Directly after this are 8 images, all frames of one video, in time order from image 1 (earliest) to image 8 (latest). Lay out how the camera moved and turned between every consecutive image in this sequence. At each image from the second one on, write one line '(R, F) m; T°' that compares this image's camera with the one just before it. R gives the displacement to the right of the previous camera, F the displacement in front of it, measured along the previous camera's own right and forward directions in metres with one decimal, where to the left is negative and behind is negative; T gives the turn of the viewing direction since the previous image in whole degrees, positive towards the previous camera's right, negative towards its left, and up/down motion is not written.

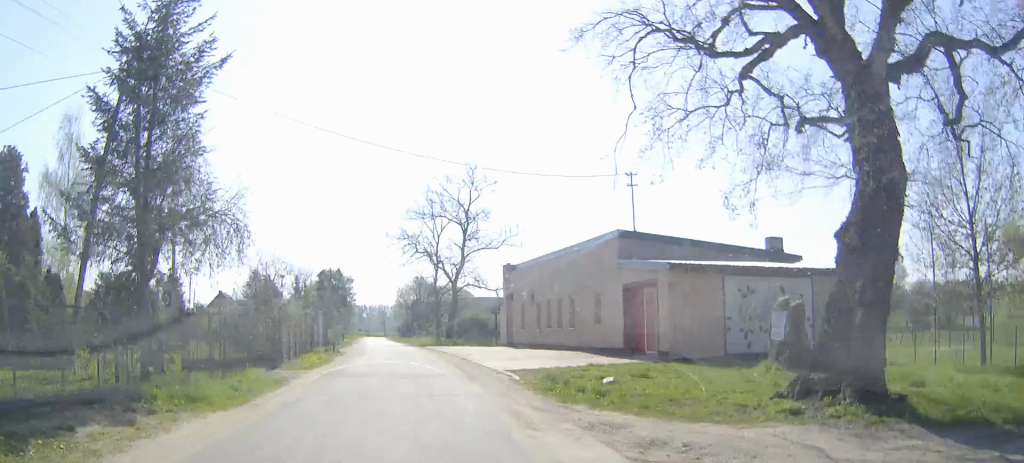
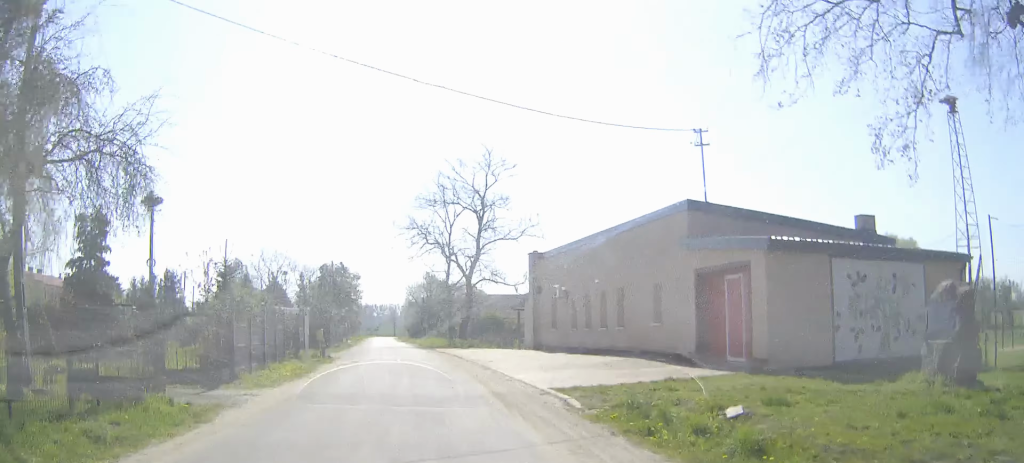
(0.0, +6.8) m; 0°
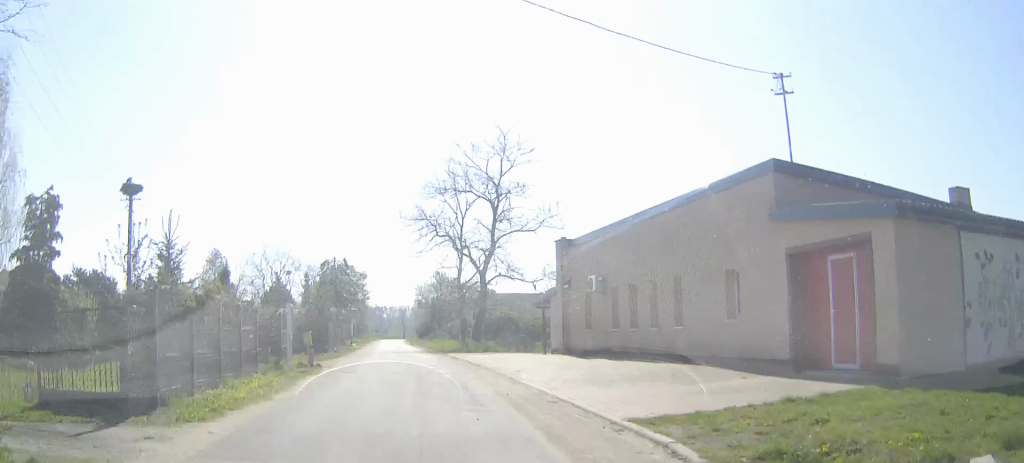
(0.0, +5.3) m; 0°
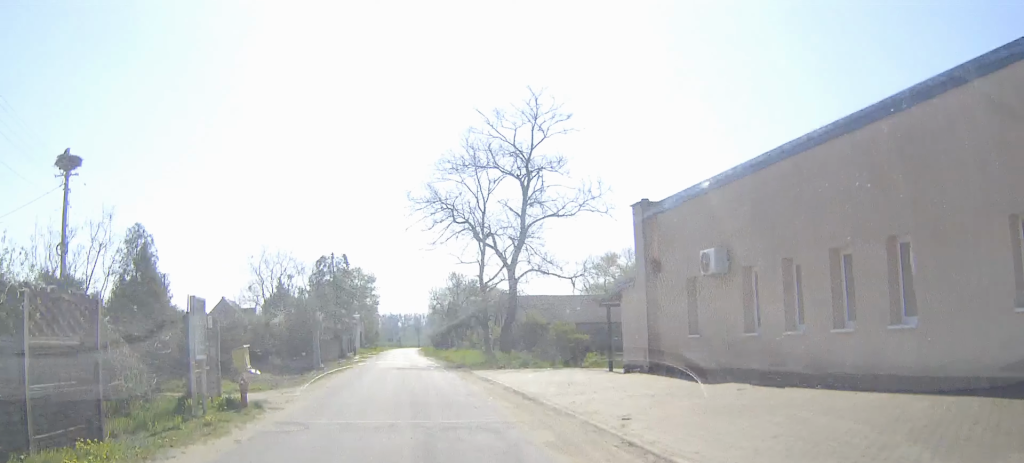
(0.0, +10.5) m; +1°
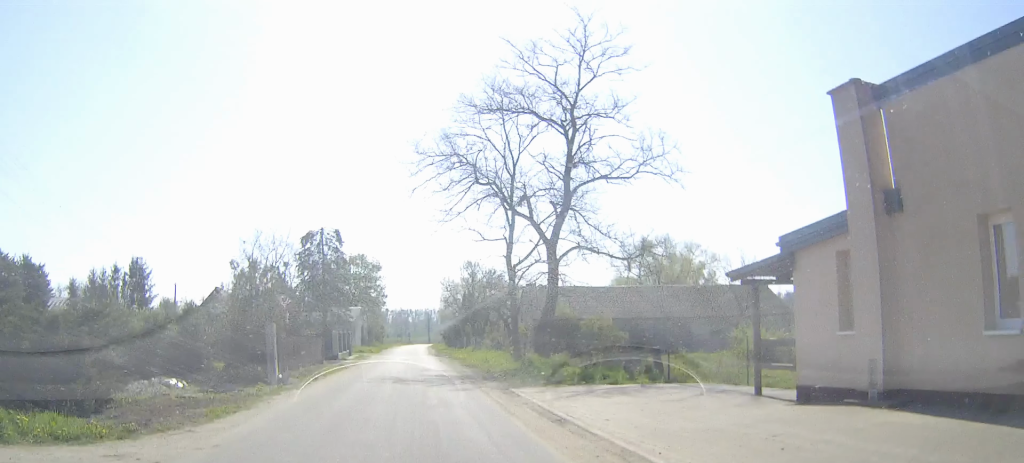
(+0.4, +10.9) m; -2°
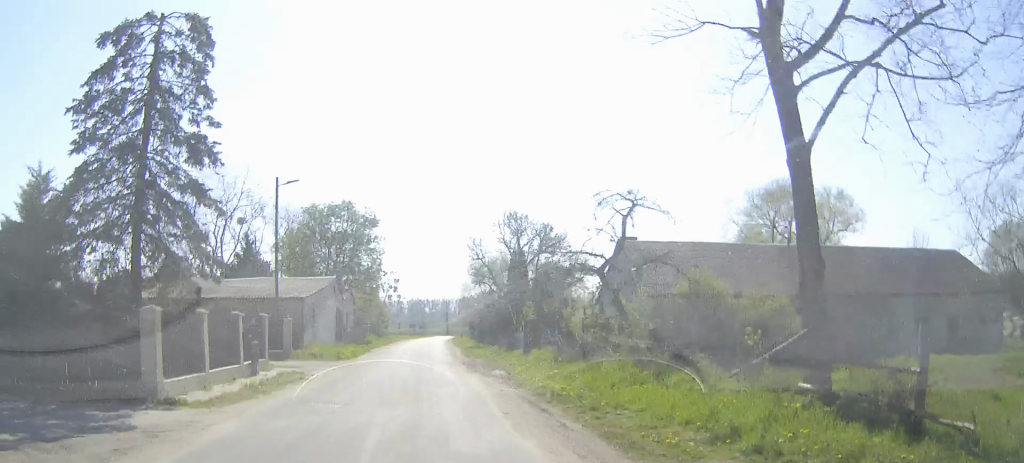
(-2.3, +29.3) m; -4°
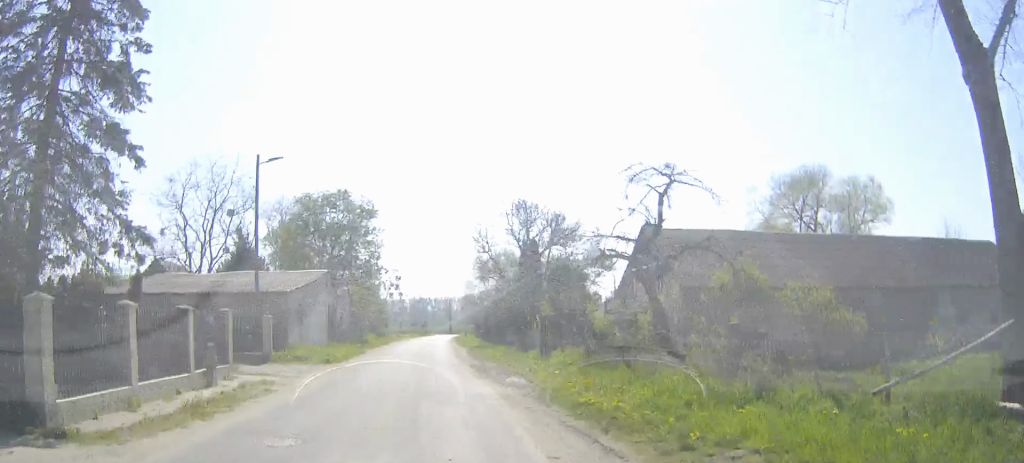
(0.0, +4.1) m; 0°
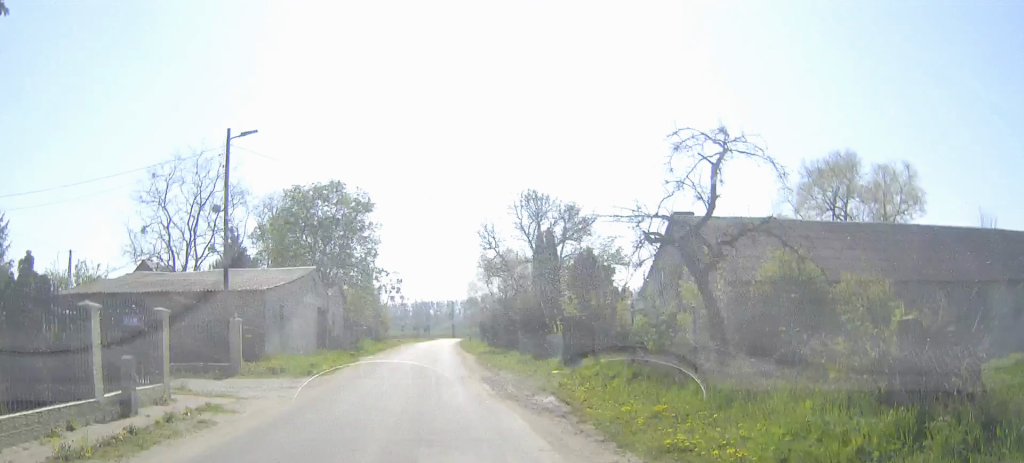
(0.0, +4.4) m; 0°
